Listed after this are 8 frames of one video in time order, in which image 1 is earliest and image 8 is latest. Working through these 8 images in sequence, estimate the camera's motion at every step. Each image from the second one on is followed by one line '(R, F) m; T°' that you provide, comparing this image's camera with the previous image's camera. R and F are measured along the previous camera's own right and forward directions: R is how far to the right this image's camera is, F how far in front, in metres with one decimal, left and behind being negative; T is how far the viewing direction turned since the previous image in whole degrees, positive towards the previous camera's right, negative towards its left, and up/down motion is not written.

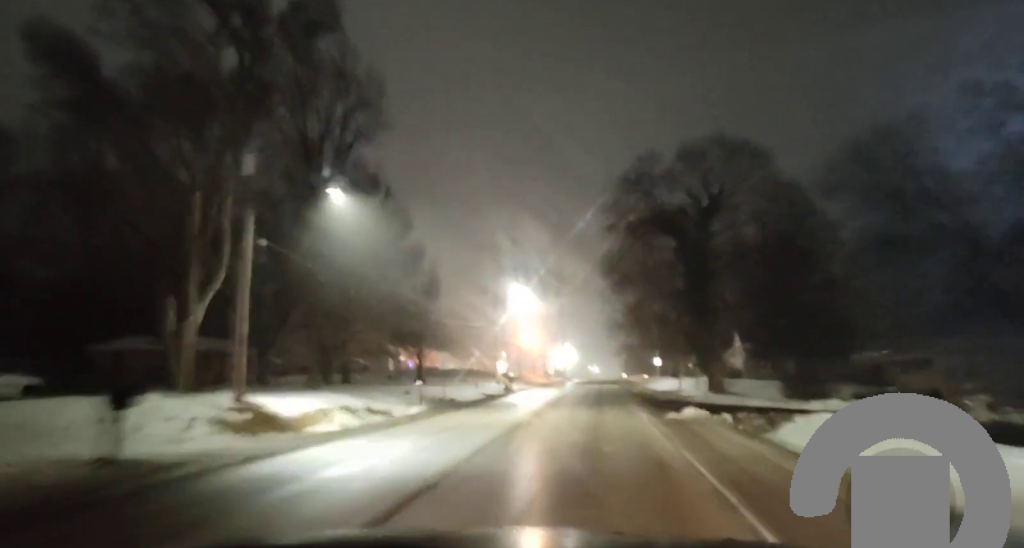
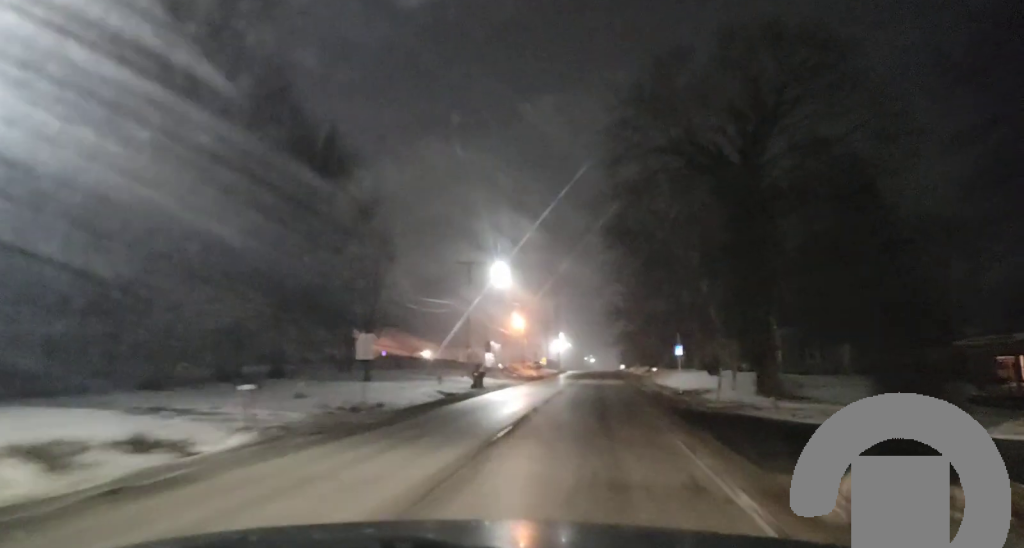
(-0.2, +19.4) m; 0°
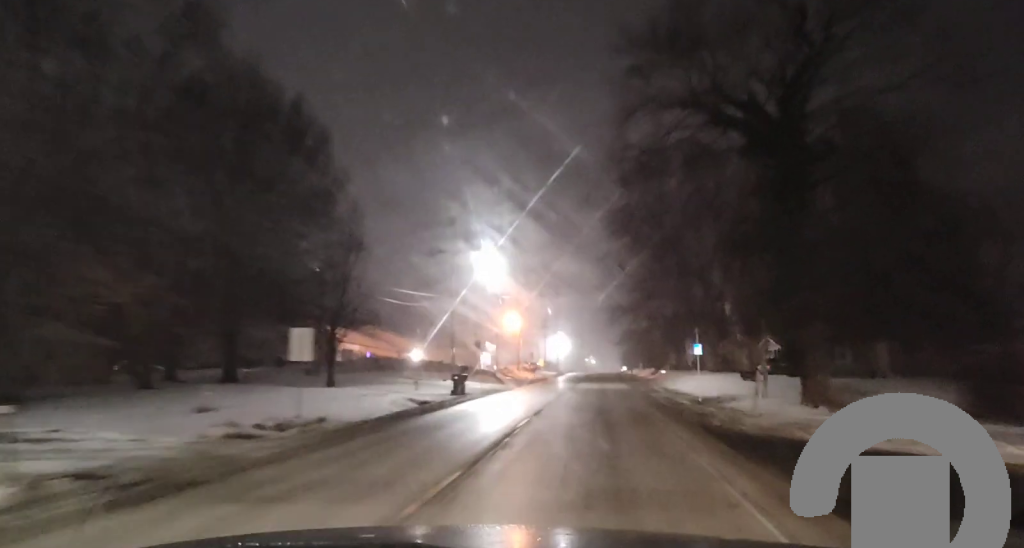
(0.0, +7.7) m; 0°
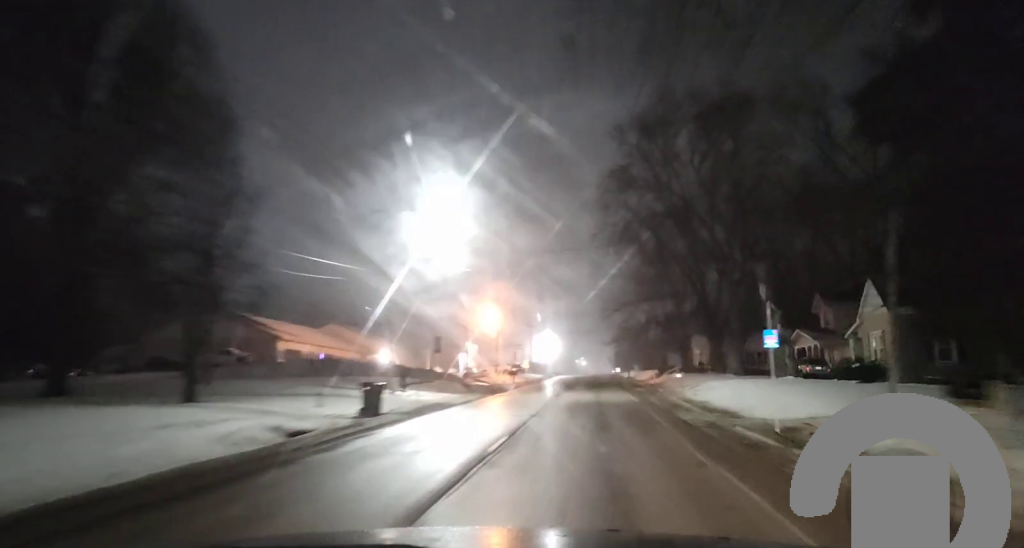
(+0.2, +18.1) m; 0°
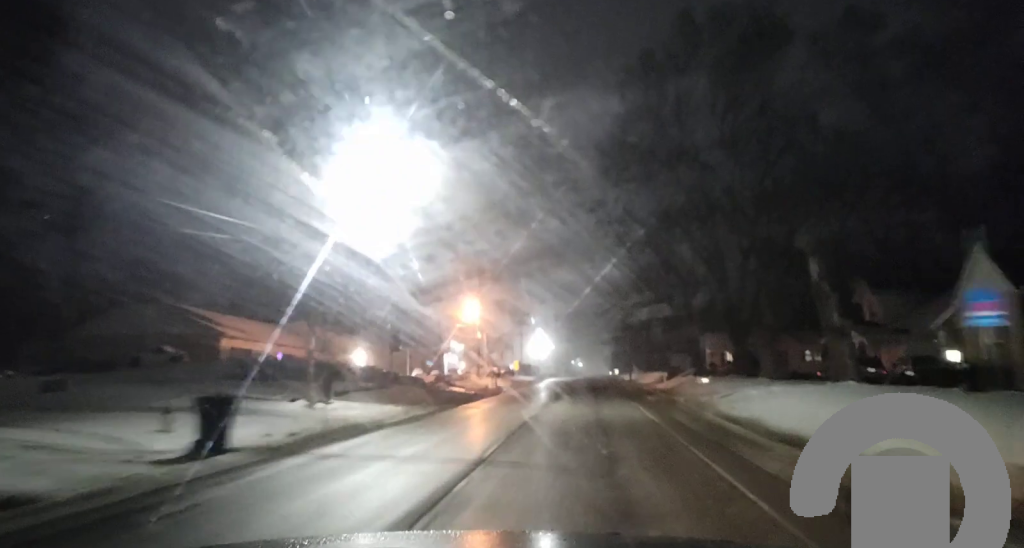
(-0.1, +12.2) m; 0°
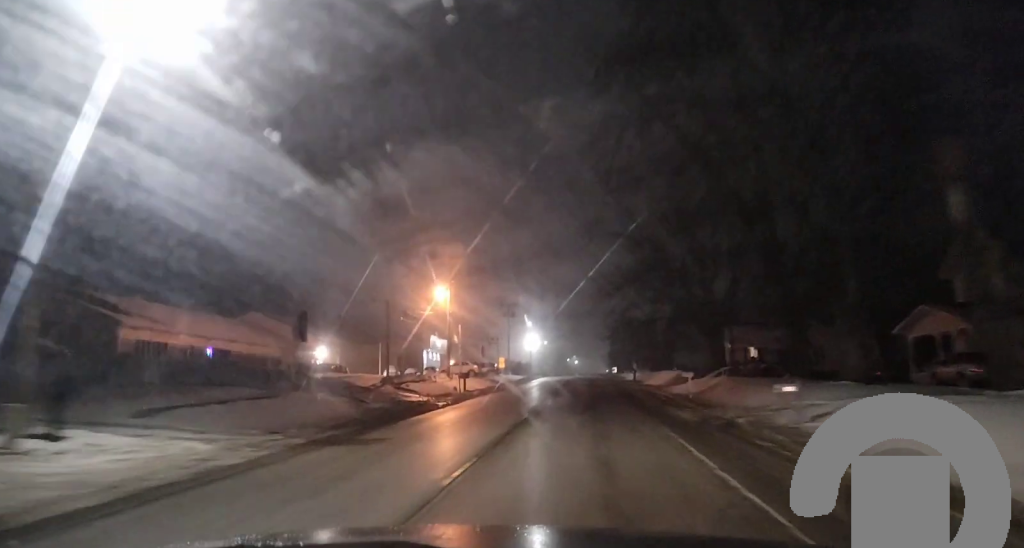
(+0.2, +16.7) m; +1°
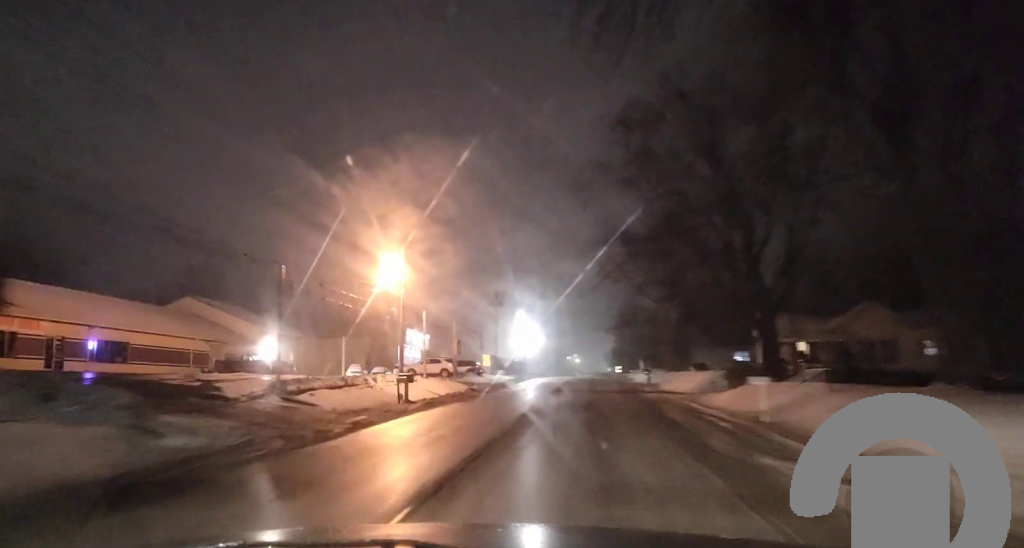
(+0.1, +17.2) m; 0°
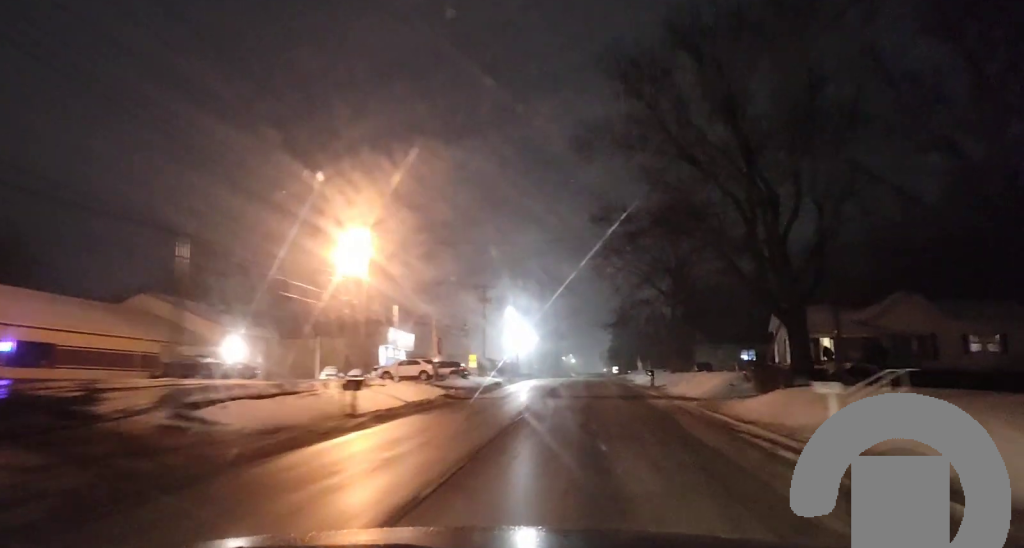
(0.0, +7.6) m; 0°
